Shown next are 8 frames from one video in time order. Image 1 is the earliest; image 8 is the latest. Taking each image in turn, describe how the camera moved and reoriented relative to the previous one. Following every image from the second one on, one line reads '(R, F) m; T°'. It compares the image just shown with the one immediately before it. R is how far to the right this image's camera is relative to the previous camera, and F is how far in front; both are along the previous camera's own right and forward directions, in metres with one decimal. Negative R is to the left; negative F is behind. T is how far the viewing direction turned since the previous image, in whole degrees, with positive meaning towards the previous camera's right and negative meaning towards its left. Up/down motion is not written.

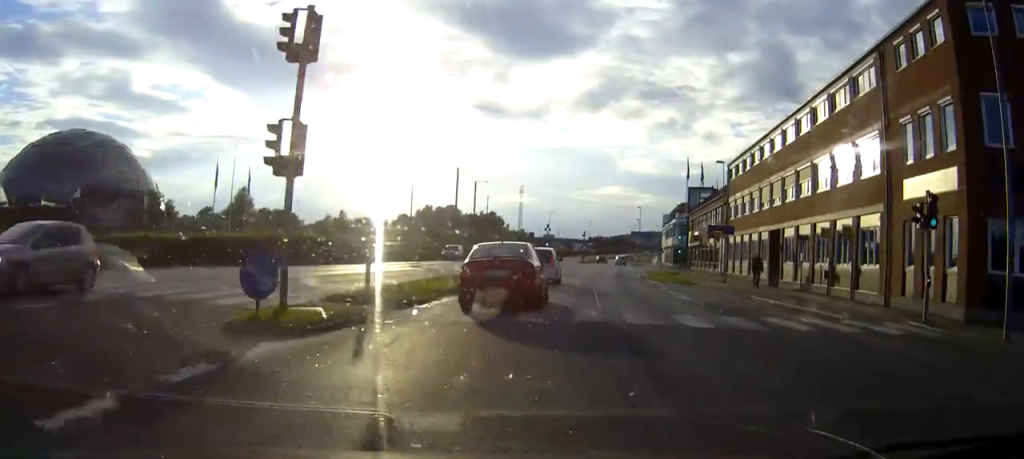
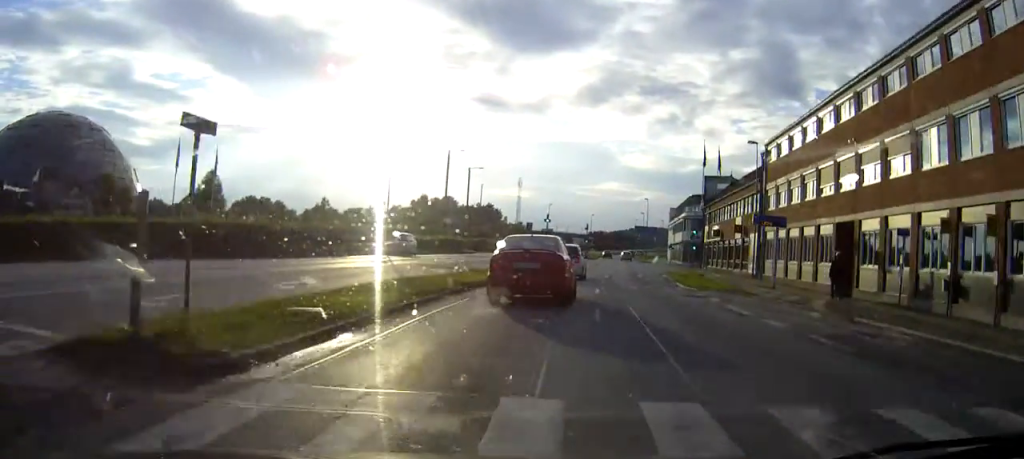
(+0.1, +10.0) m; +1°
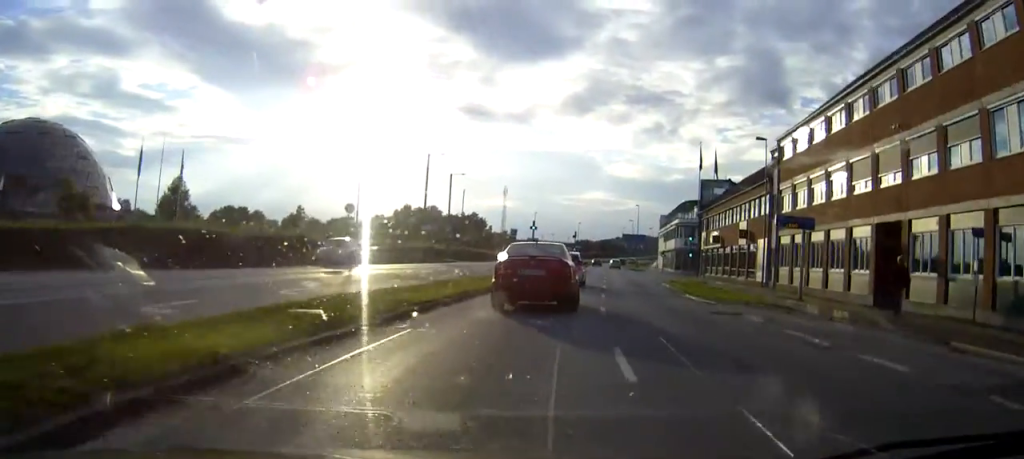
(0.0, +5.5) m; +1°
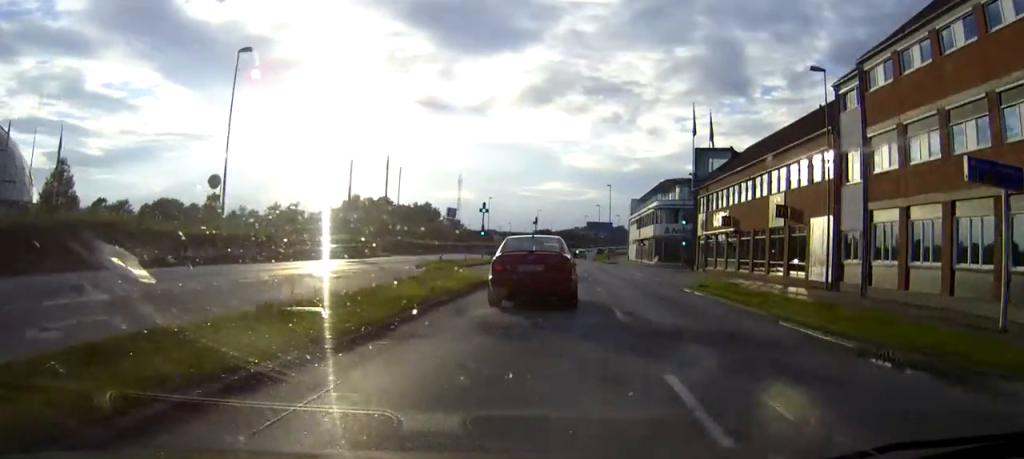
(+0.3, +16.9) m; +3°
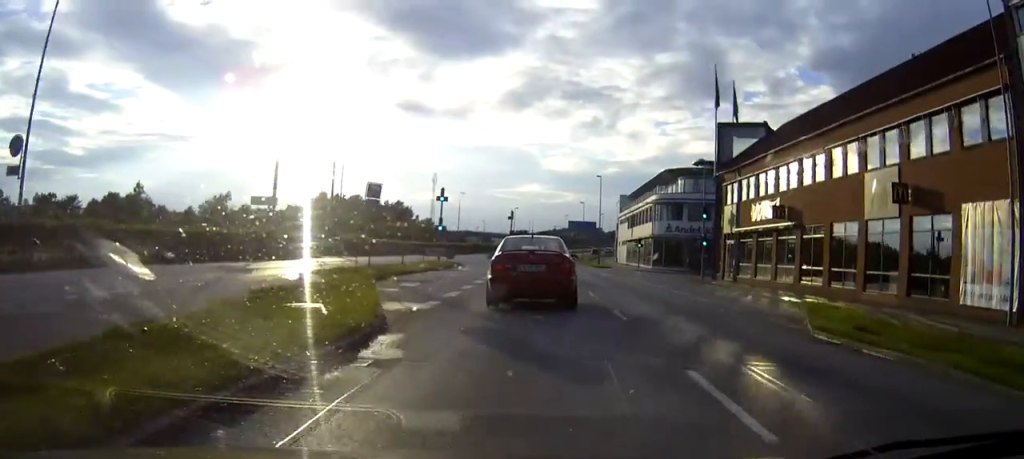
(+0.4, +15.3) m; +2°
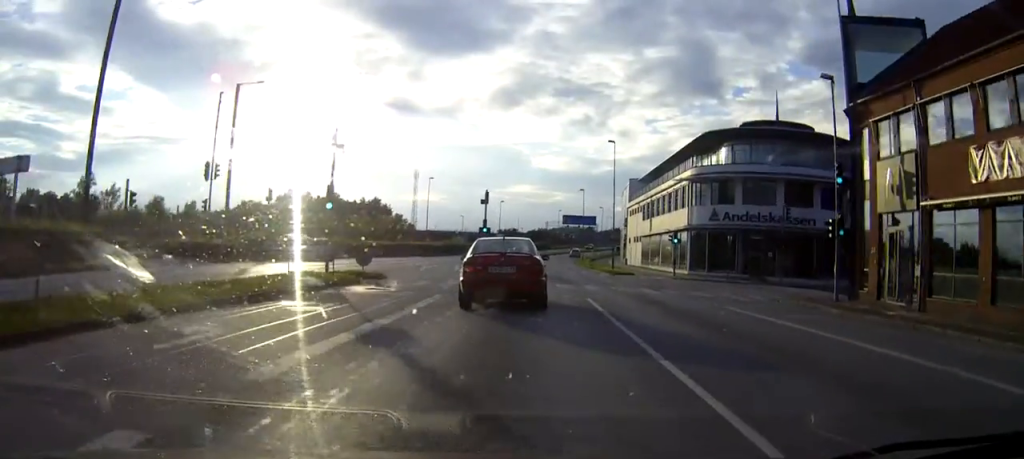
(+0.4, +24.1) m; +1°
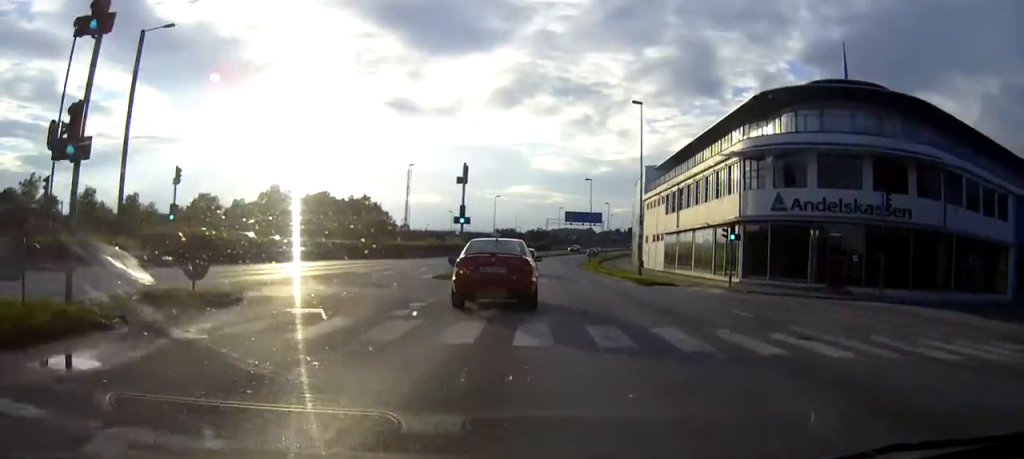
(0.0, +14.9) m; 0°
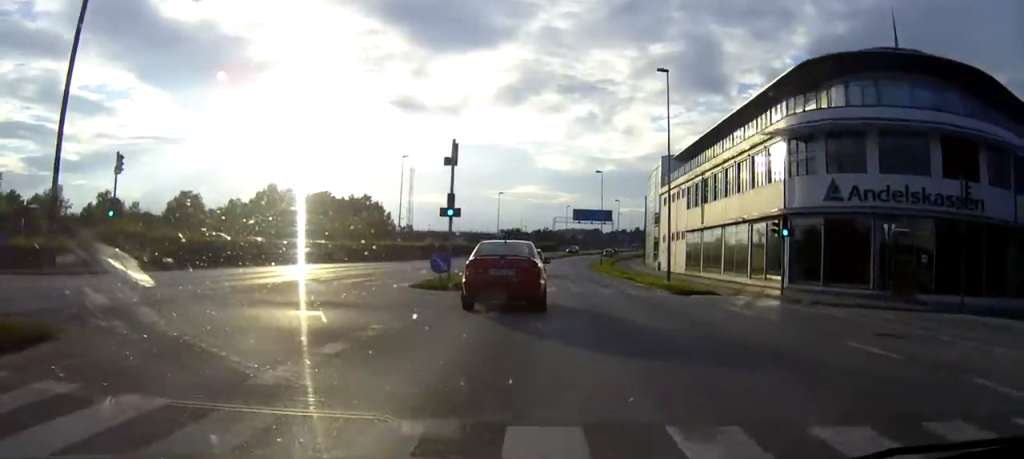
(0.0, +7.0) m; 0°
